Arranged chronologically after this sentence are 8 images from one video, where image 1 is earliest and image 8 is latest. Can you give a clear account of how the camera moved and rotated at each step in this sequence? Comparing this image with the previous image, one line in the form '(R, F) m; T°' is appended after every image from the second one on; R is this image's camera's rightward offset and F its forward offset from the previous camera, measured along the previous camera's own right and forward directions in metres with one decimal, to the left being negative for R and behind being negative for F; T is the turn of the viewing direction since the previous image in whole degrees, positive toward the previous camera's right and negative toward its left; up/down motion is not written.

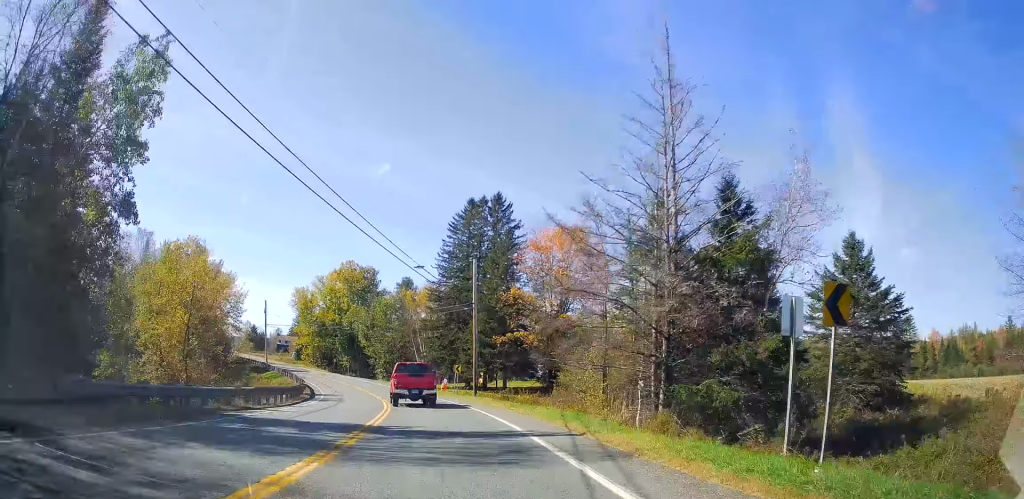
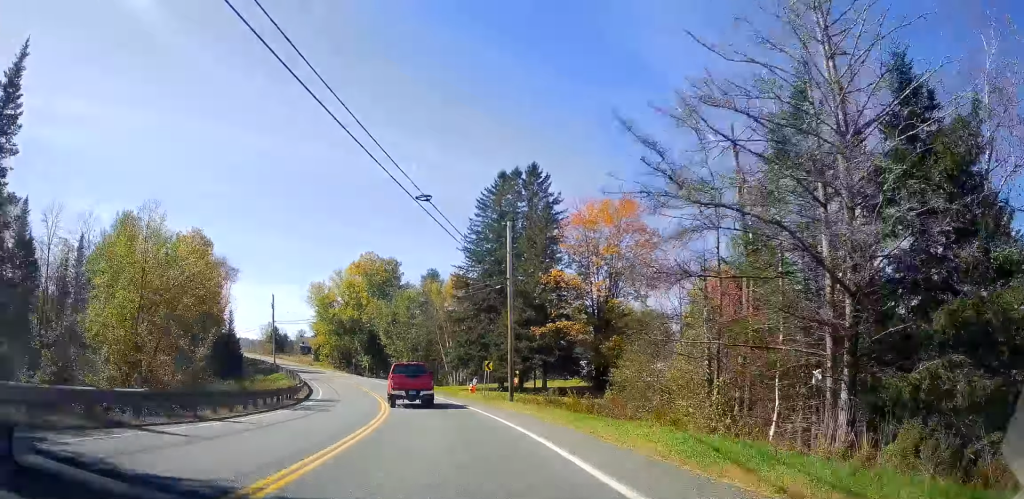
(0.0, +10.0) m; -2°
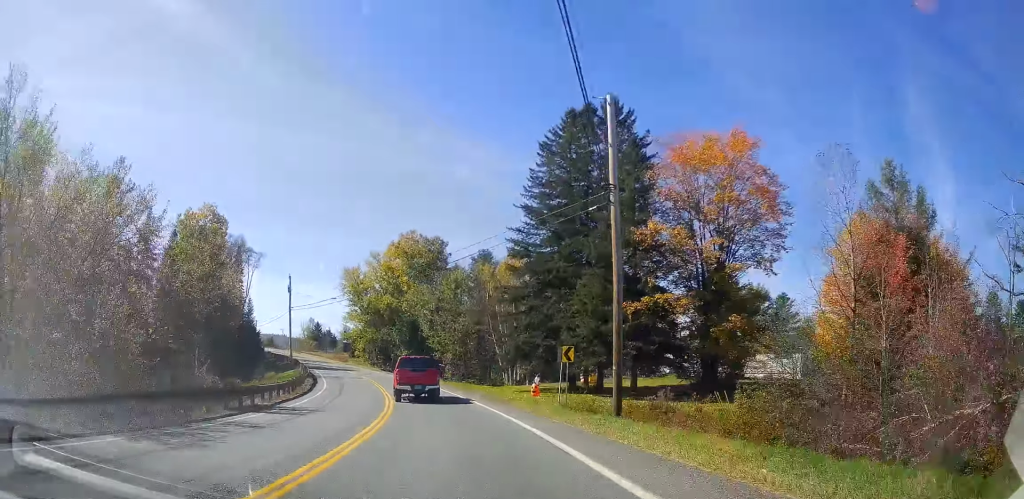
(-0.7, +15.0) m; -4°
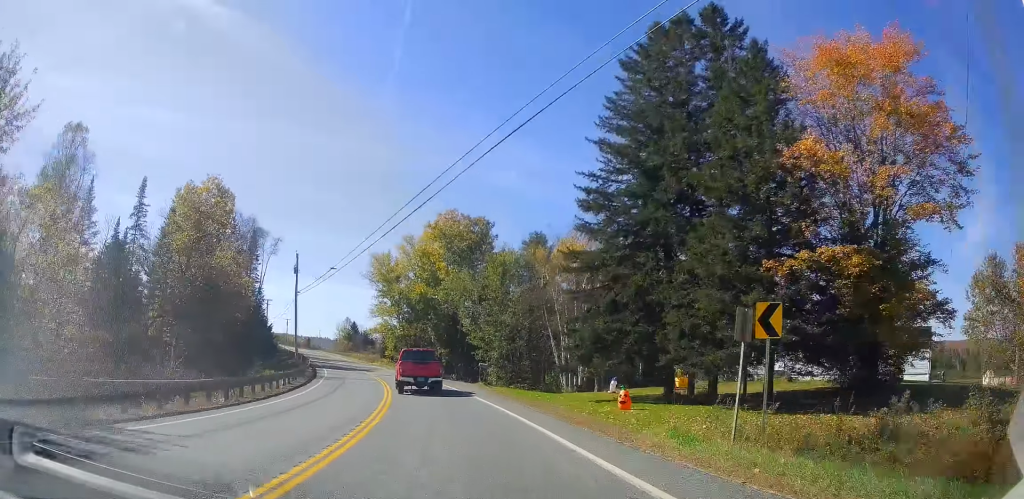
(-0.5, +14.3) m; -4°
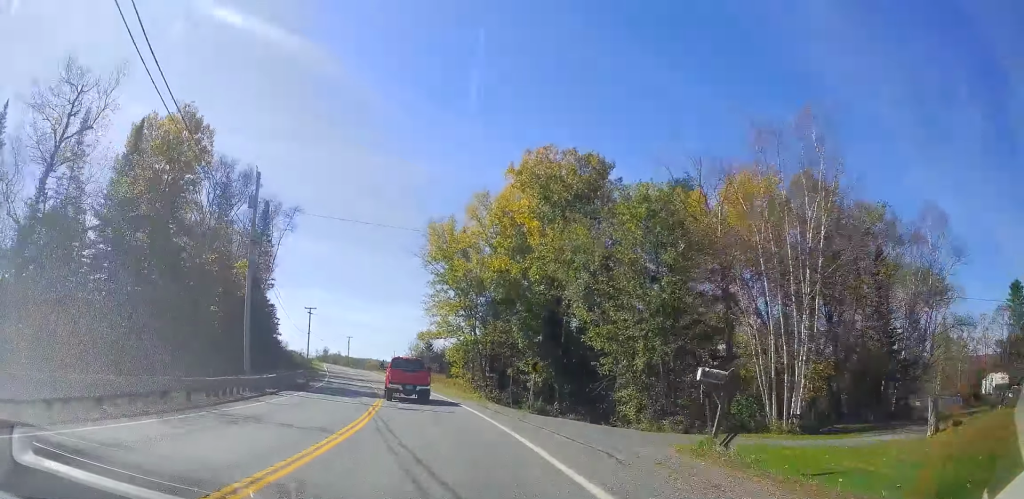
(-2.5, +30.0) m; -9°
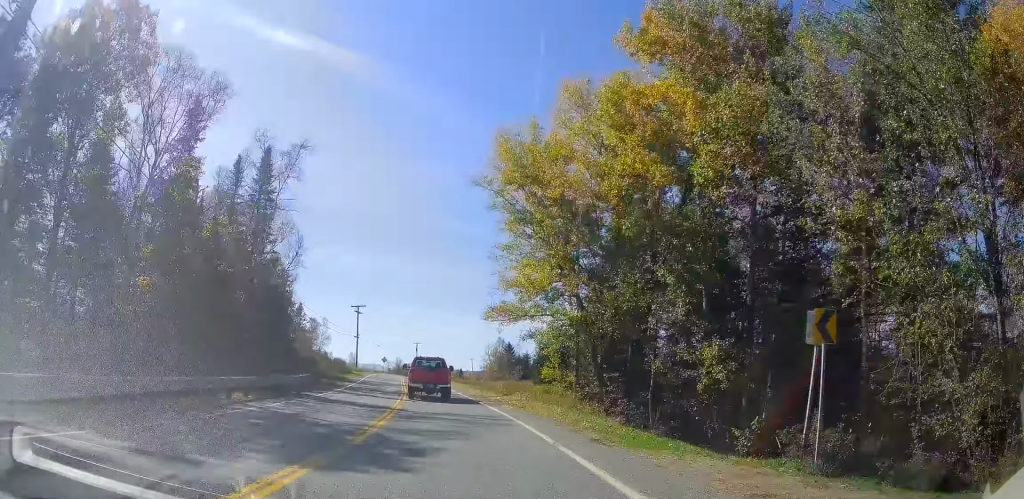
(-0.8, +23.1) m; -5°
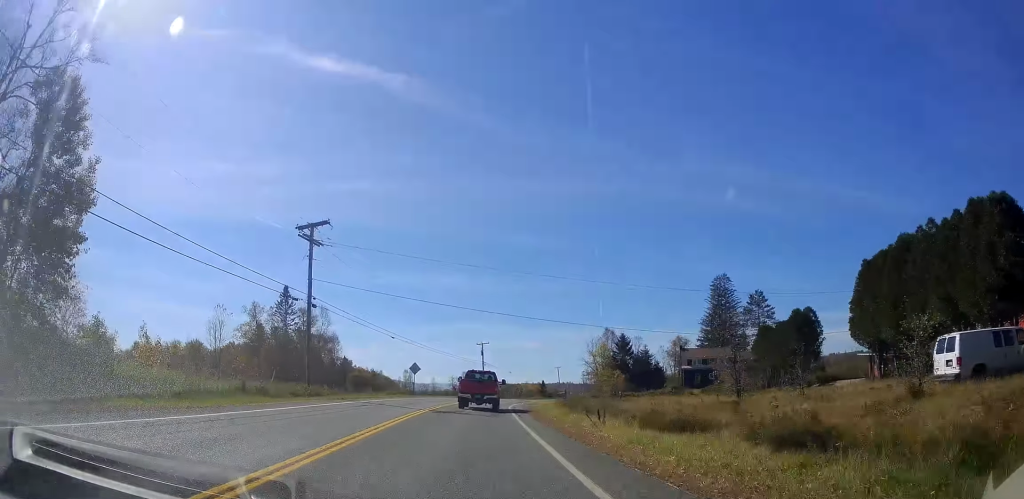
(-9.2, +58.7) m; -15°
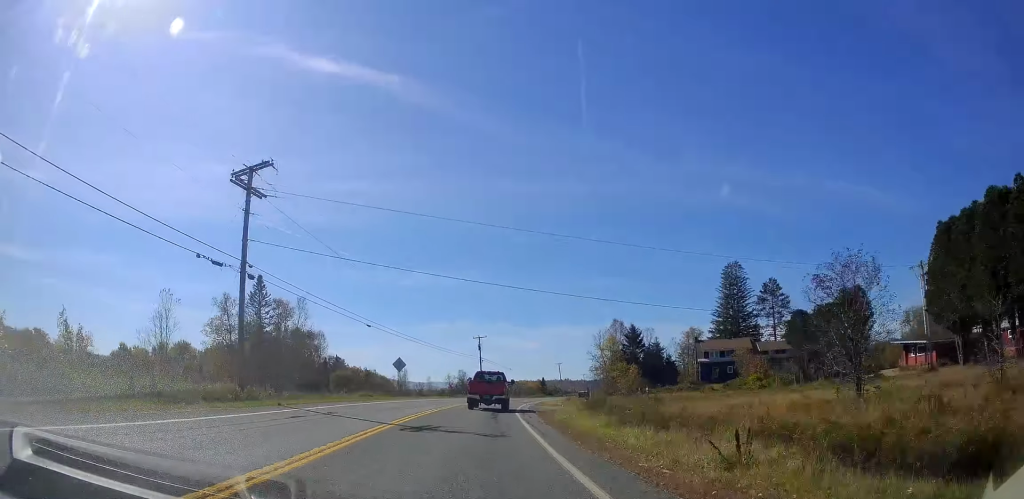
(-0.1, +10.0) m; -1°
